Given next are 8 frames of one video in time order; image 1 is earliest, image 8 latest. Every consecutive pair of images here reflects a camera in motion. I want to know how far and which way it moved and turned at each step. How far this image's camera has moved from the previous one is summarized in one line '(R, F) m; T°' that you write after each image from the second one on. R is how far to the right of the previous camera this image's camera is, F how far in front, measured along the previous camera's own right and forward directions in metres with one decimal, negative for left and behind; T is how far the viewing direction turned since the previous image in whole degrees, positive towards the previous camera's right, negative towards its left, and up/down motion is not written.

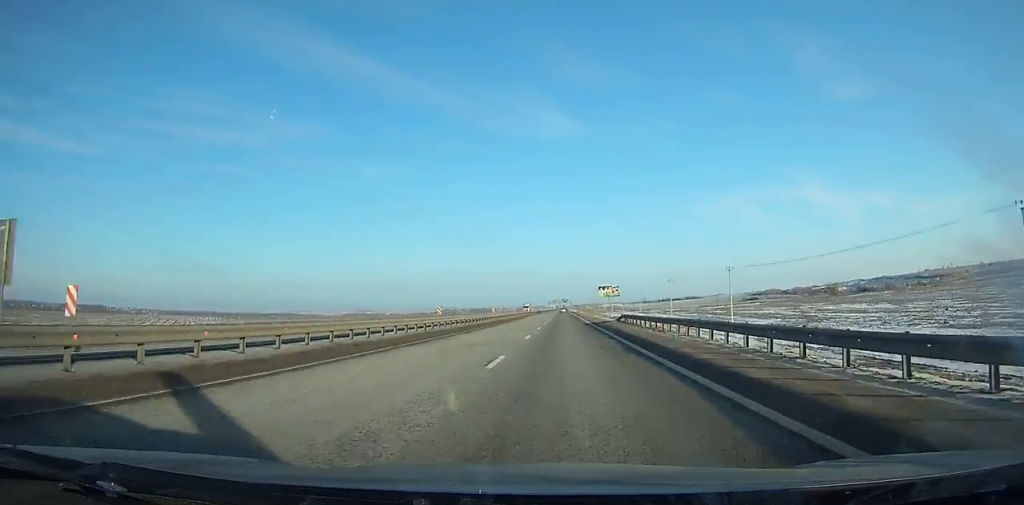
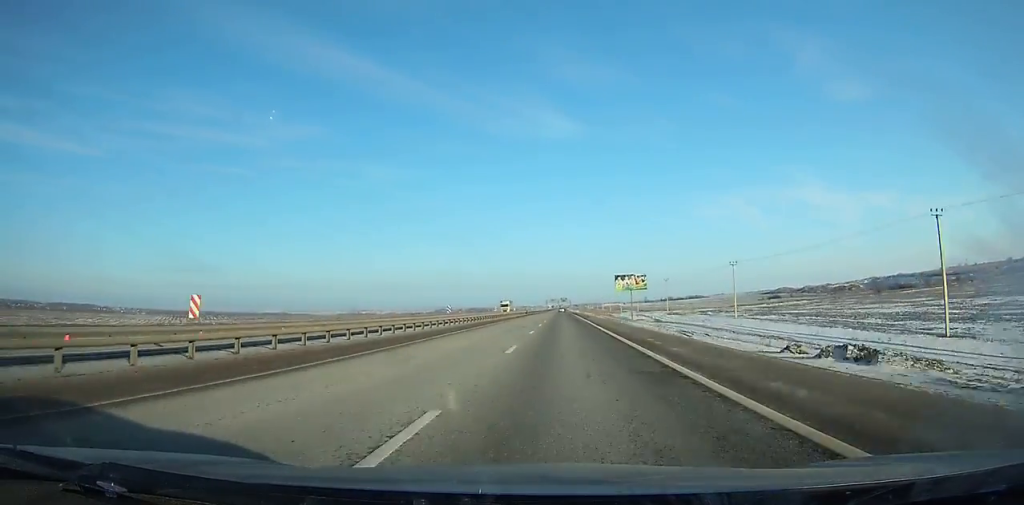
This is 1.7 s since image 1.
(-0.1, +54.5) m; 0°
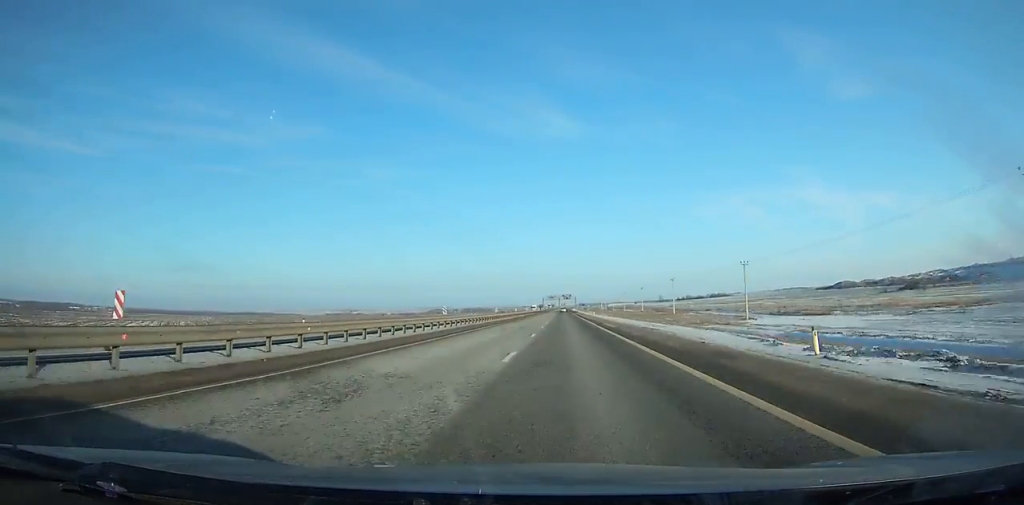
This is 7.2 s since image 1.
(+0.5, +177.2) m; 0°
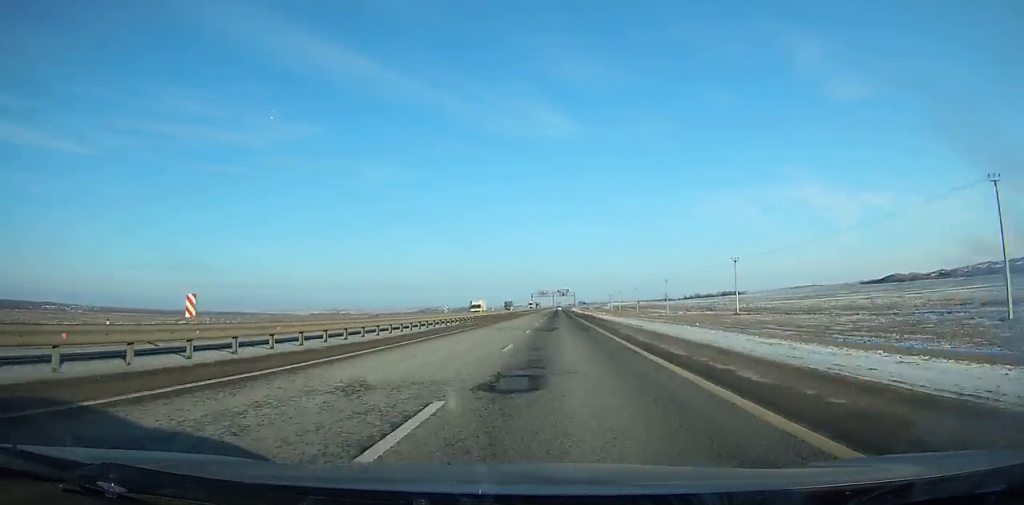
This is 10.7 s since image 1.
(+0.3, +113.6) m; 0°
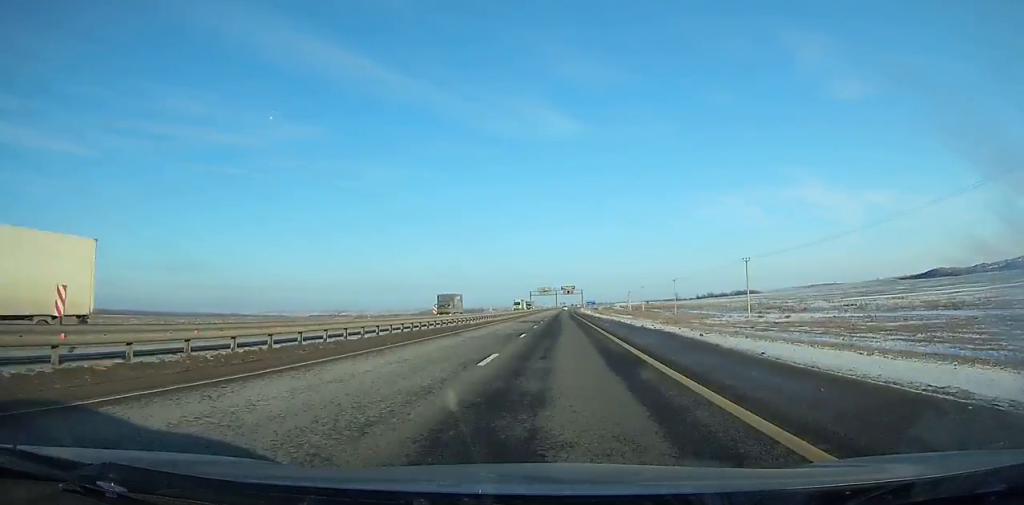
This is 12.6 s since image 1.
(0.0, +61.9) m; 0°
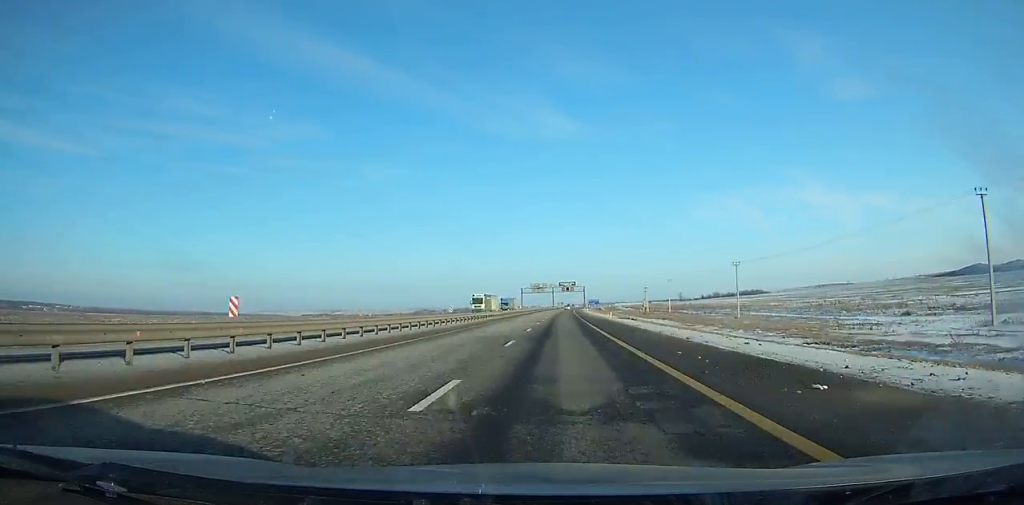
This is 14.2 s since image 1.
(0.0, +52.3) m; 0°
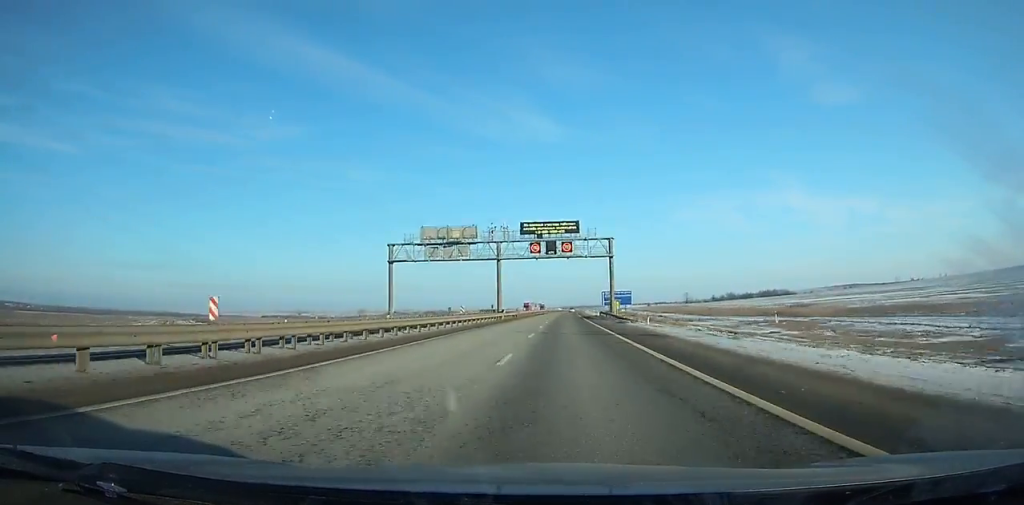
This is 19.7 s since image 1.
(+2.1, +180.0) m; +2°
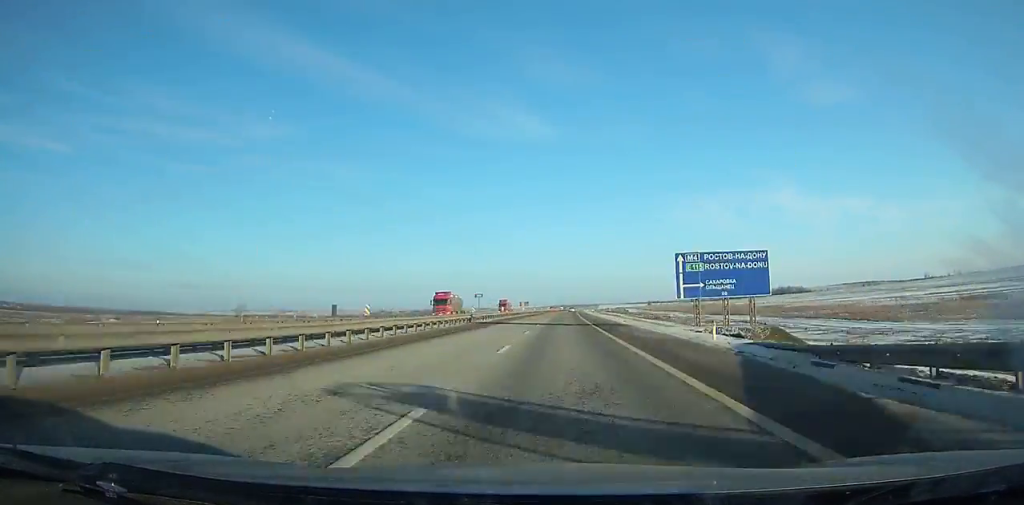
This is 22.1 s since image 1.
(+0.9, +78.6) m; +1°
